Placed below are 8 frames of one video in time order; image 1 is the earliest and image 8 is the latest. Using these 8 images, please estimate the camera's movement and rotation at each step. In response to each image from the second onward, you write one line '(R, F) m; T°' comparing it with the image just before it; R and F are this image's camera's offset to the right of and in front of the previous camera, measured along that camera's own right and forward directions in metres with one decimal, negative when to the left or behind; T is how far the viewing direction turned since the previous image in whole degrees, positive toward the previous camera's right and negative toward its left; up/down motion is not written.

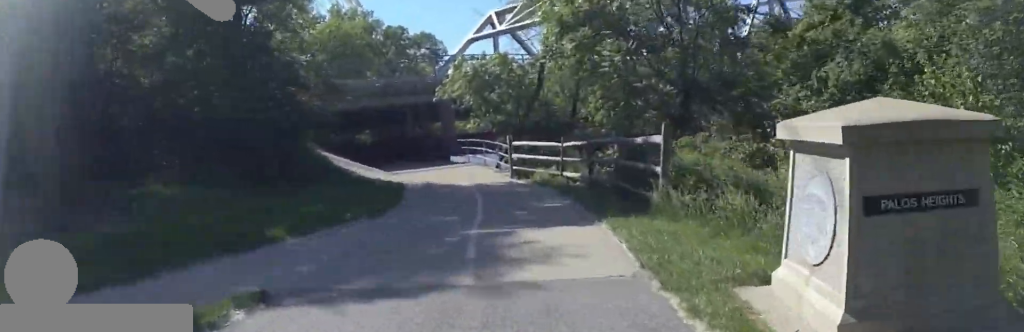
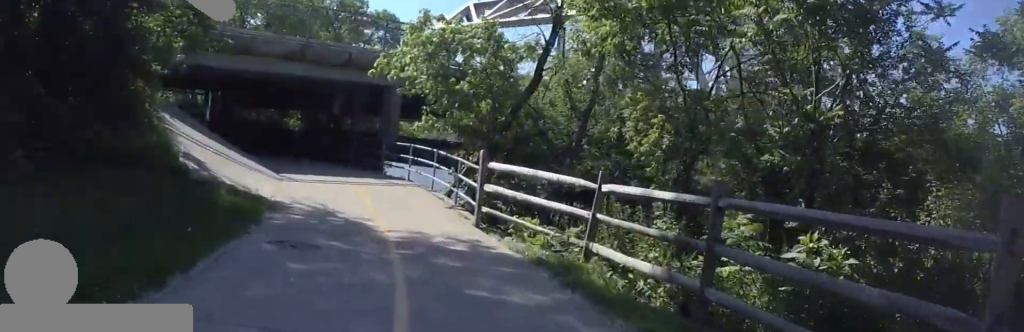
(+1.0, +8.9) m; +3°
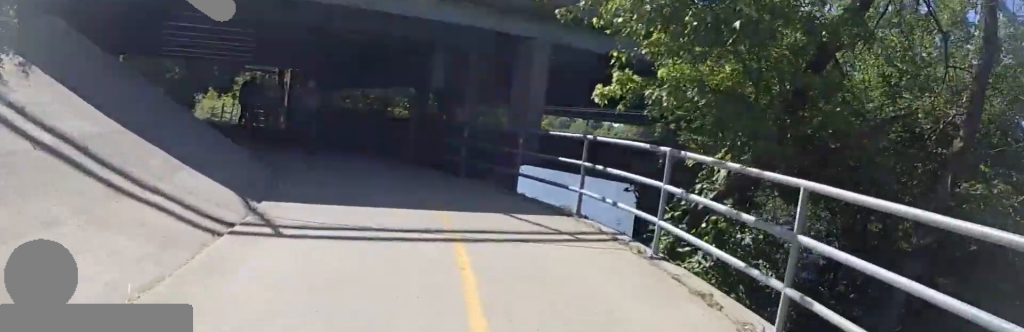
(-0.9, +9.0) m; -7°
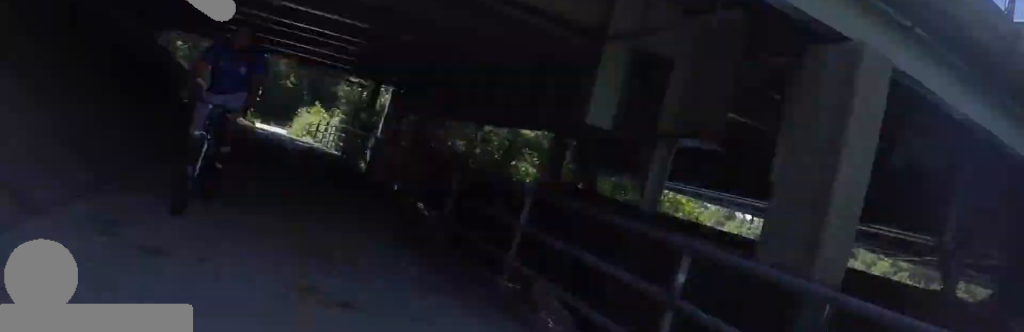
(-0.4, +7.5) m; -8°
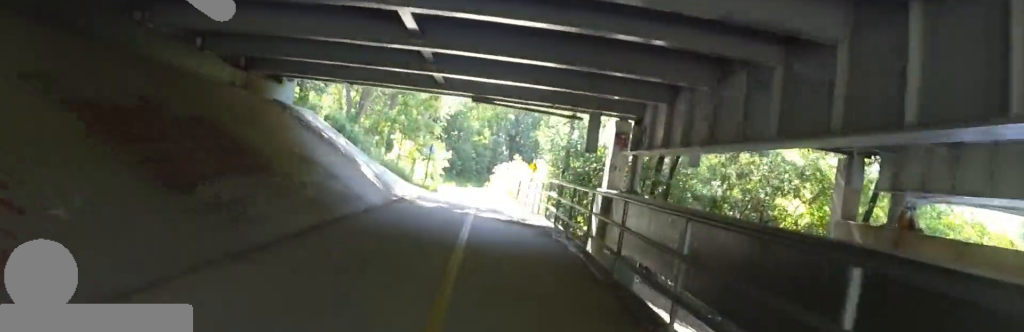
(+0.2, +7.2) m; +6°
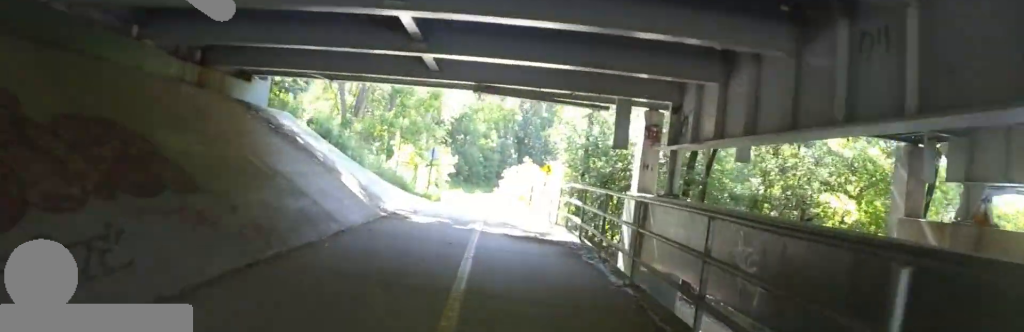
(+0.1, +2.5) m; -1°
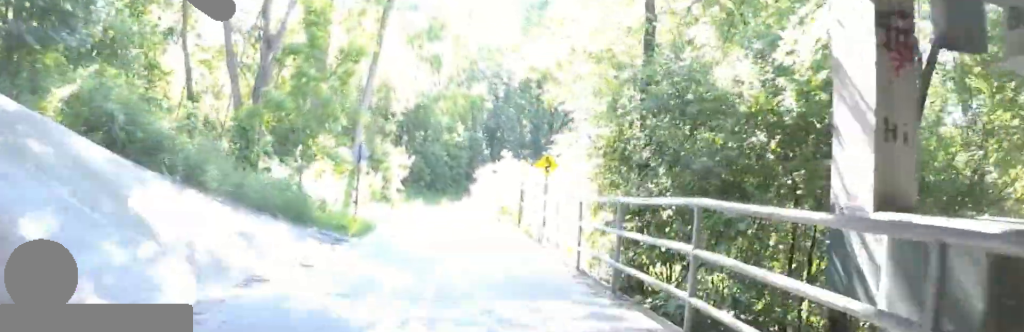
(-1.7, +8.8) m; -23°
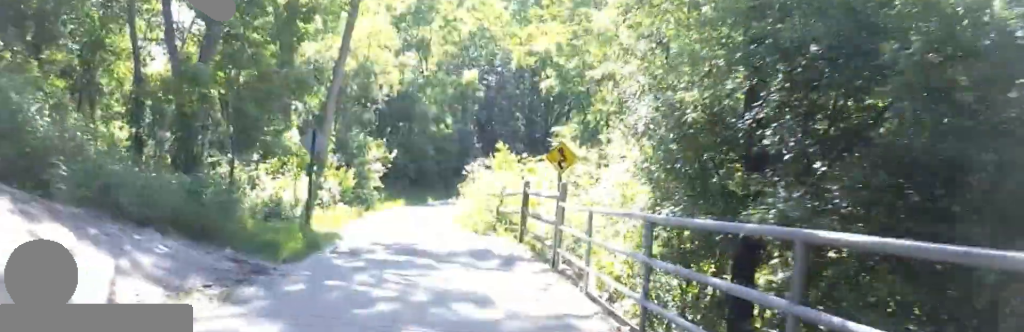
(-0.3, +3.5) m; -9°
